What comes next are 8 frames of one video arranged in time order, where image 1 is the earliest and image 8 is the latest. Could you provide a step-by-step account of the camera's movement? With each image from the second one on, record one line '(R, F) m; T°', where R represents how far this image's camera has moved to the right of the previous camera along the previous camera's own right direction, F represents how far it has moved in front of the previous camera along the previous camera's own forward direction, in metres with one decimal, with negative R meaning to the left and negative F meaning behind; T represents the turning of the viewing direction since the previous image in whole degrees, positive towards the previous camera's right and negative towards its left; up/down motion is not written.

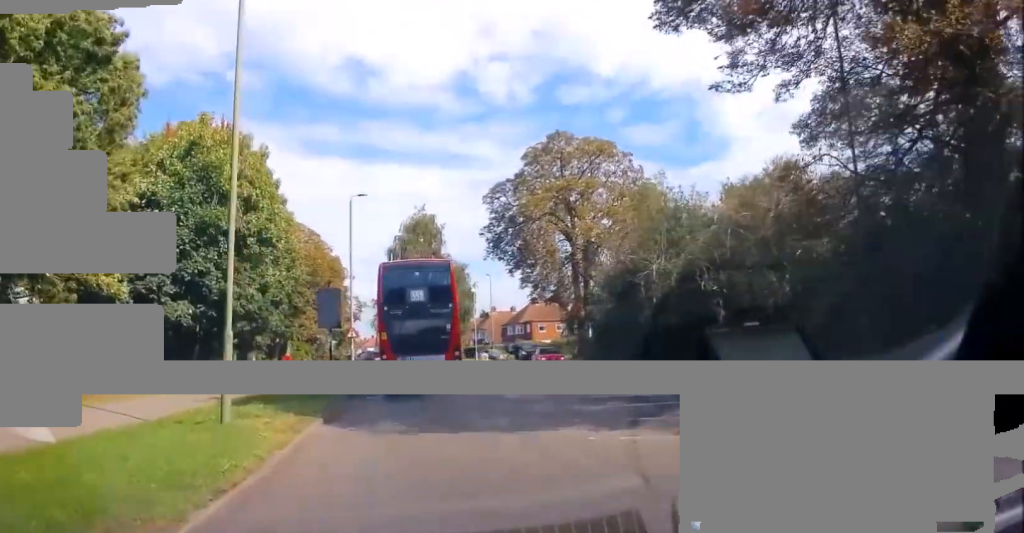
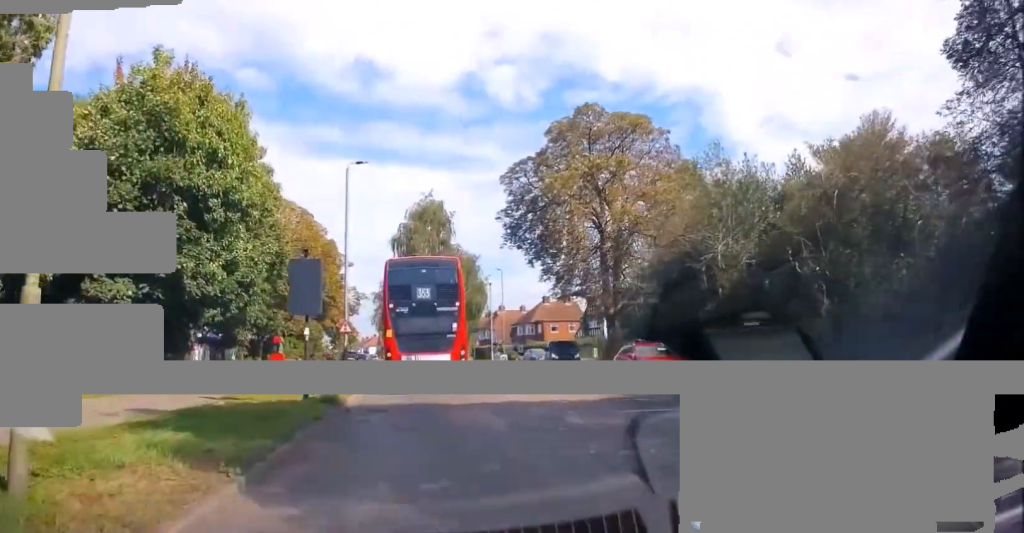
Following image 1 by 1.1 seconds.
(0.0, +6.2) m; +2°
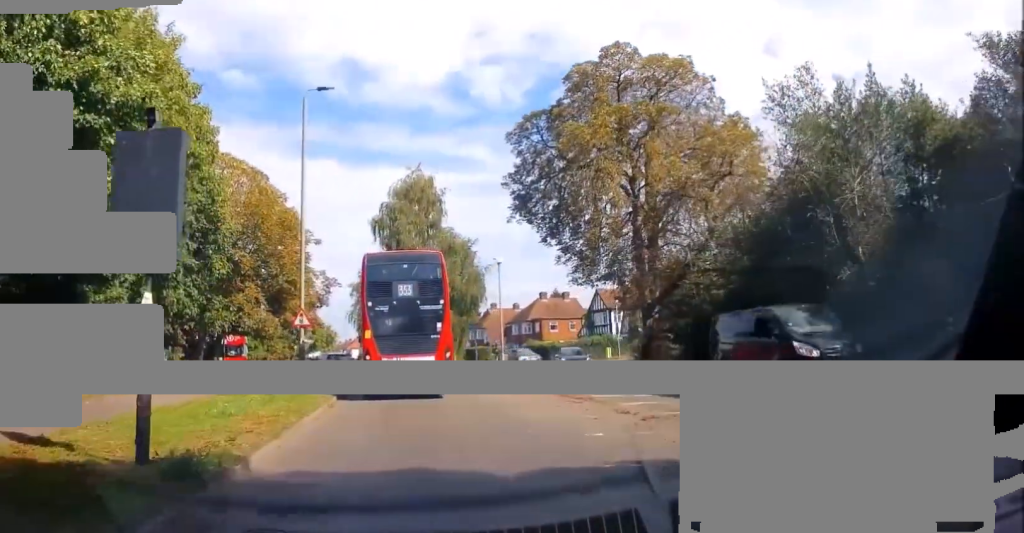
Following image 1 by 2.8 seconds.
(-0.2, +8.5) m; -4°
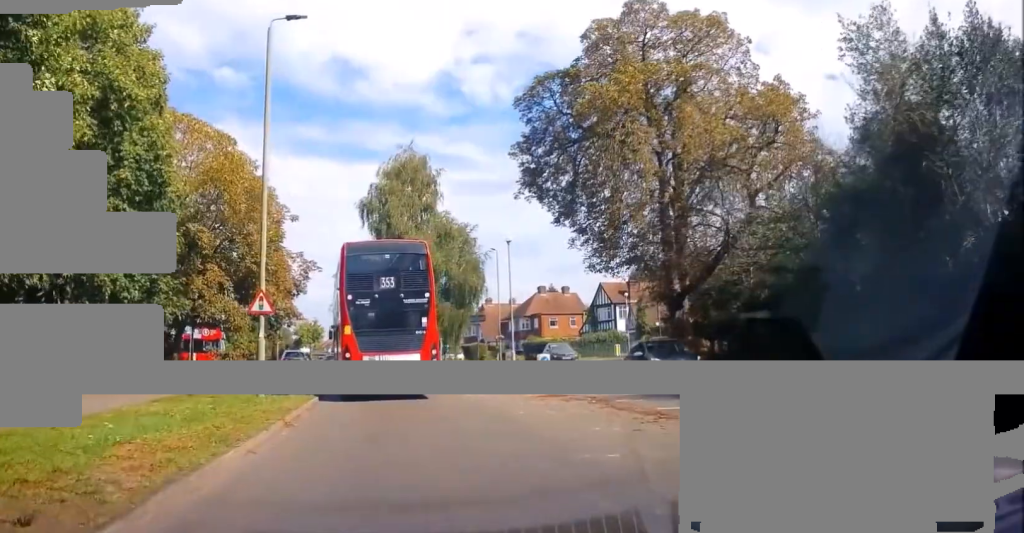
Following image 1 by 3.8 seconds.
(+0.1, +4.4) m; +4°
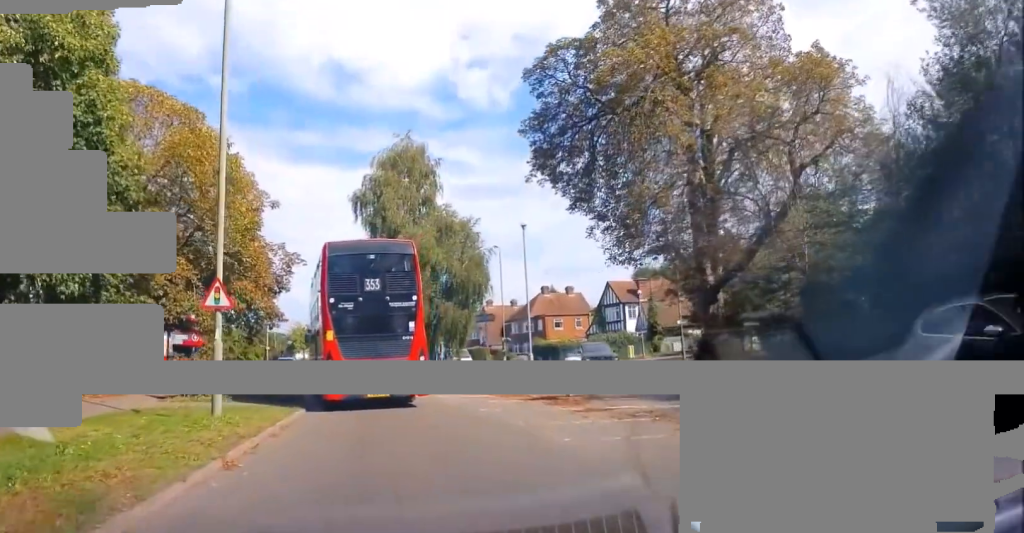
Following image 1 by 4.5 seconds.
(+0.1, +3.4) m; +6°
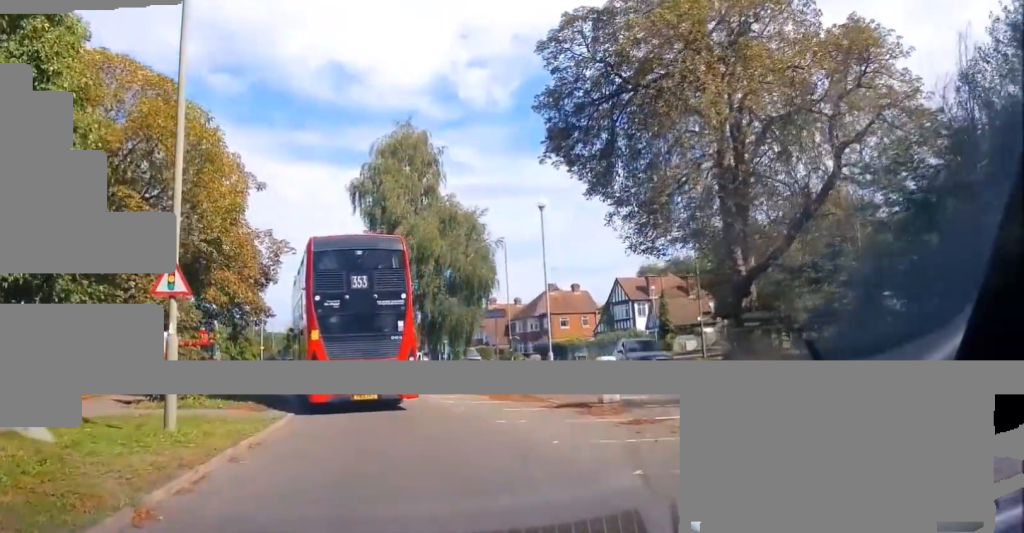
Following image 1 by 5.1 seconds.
(0.0, +2.6) m; +4°
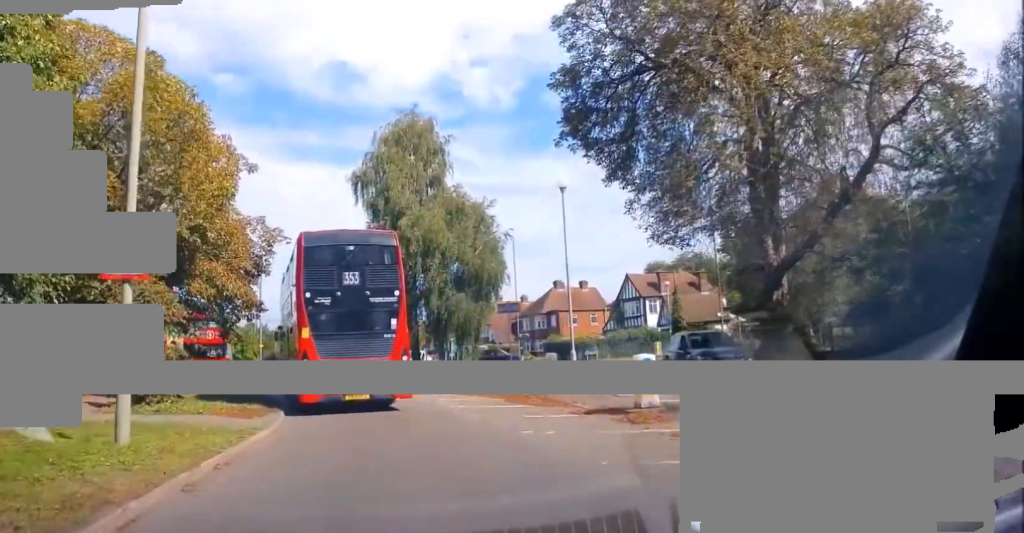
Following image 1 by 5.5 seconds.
(+0.2, +1.8) m; -2°
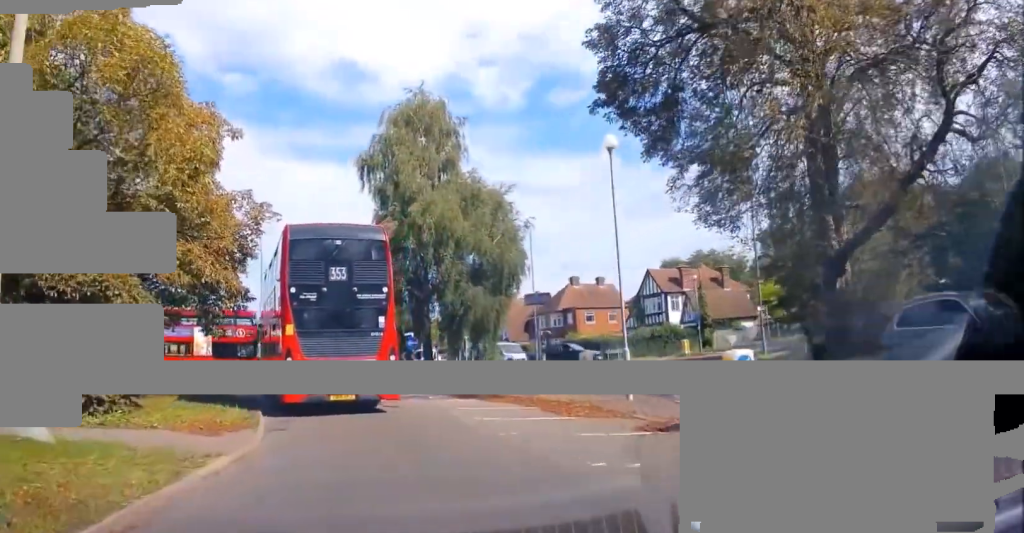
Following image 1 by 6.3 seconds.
(+0.1, +3.2) m; -7°
